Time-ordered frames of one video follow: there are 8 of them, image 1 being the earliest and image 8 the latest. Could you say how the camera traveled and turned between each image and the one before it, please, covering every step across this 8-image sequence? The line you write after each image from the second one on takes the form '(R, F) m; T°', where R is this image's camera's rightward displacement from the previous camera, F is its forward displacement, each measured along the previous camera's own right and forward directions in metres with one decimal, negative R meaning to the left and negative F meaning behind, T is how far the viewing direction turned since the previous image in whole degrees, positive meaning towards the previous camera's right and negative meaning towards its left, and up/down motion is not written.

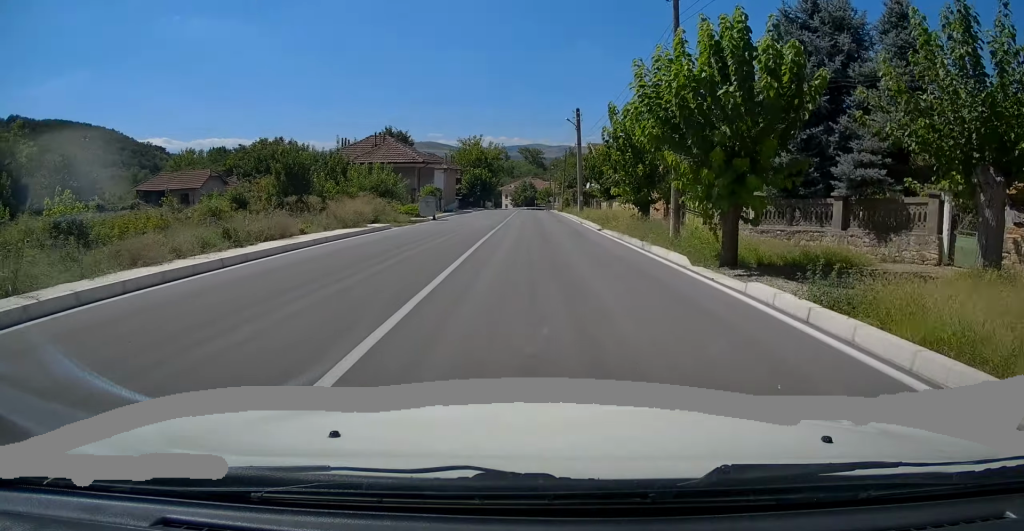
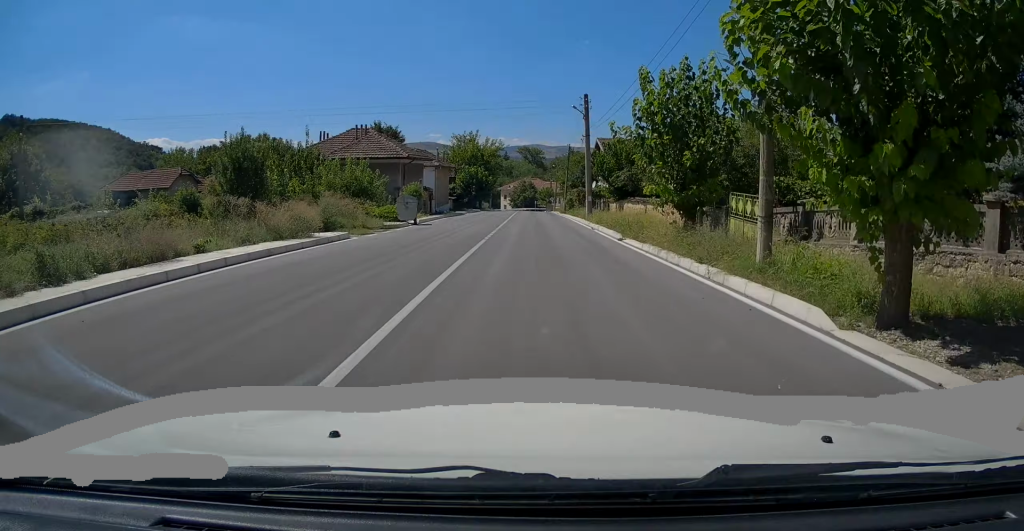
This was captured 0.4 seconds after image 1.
(+0.2, +5.9) m; 0°
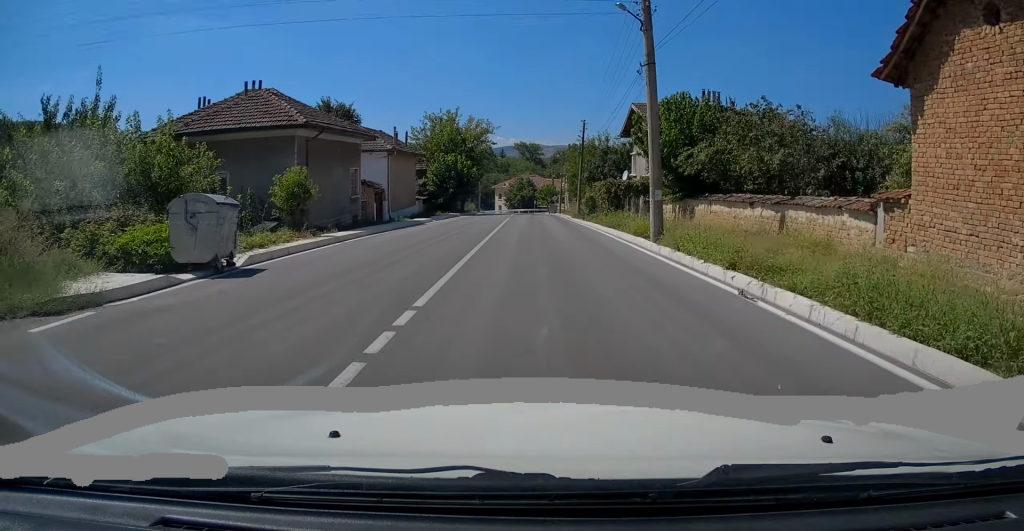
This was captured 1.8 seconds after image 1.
(-0.3, +19.2) m; 0°
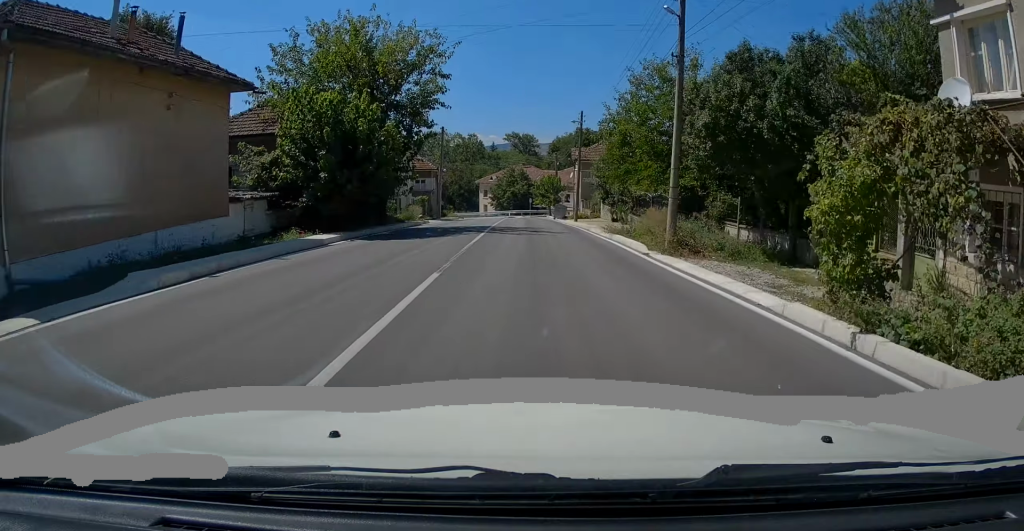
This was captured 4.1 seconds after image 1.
(+0.9, +30.8) m; +2°
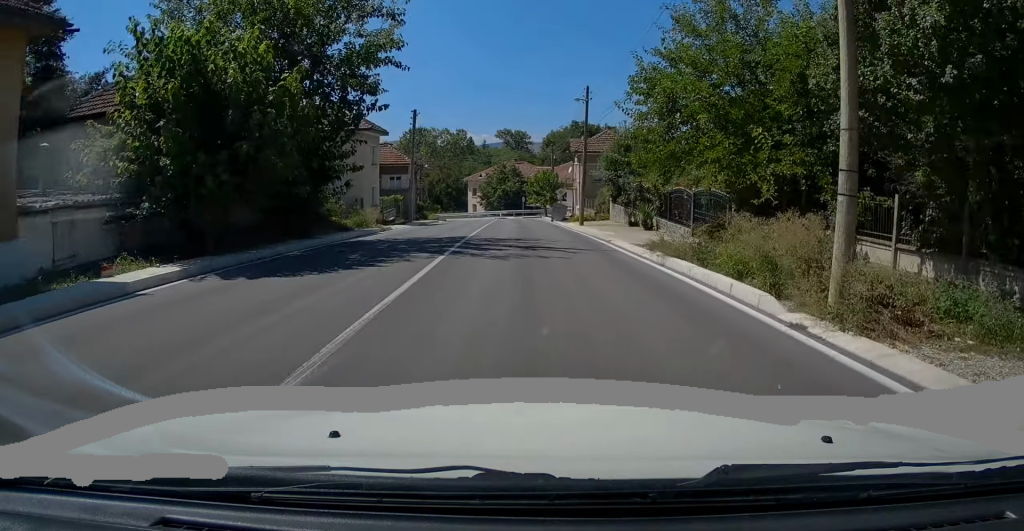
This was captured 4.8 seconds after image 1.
(0.0, +8.9) m; 0°
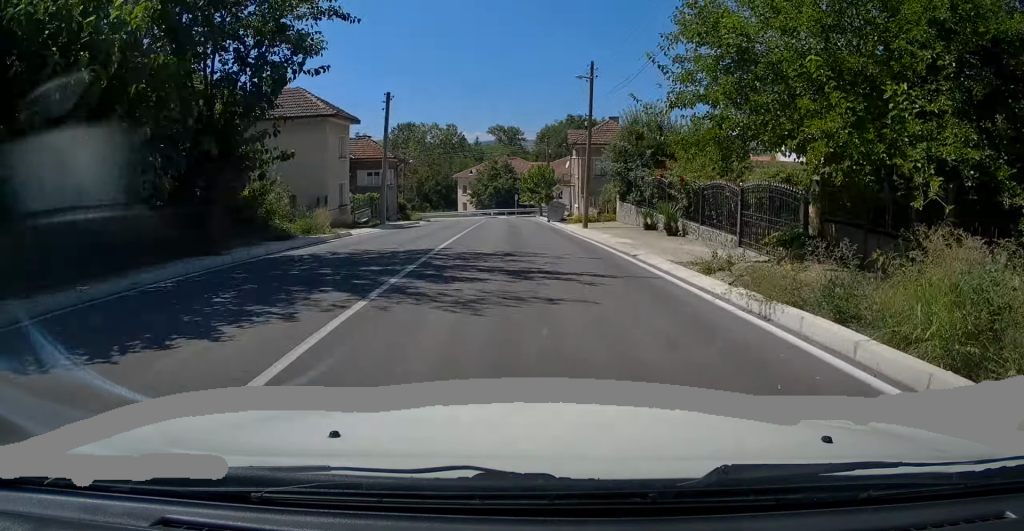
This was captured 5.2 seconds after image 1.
(0.0, +5.6) m; 0°
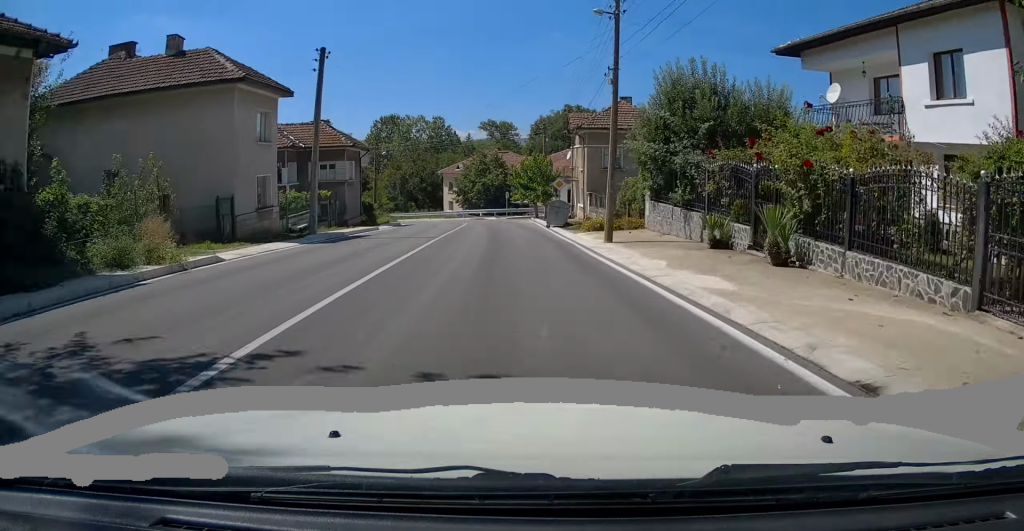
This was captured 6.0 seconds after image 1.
(0.0, +9.8) m; 0°
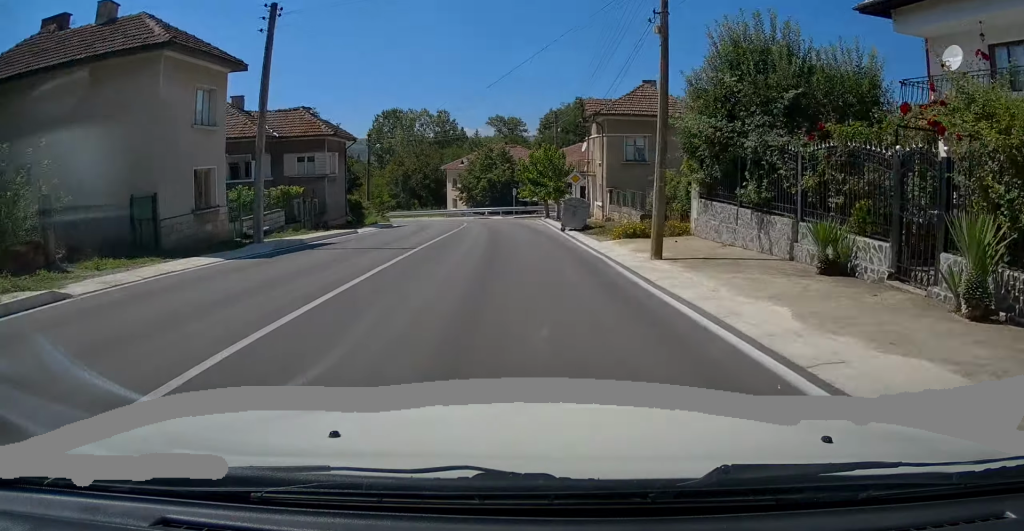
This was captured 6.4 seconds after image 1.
(0.0, +5.5) m; 0°
